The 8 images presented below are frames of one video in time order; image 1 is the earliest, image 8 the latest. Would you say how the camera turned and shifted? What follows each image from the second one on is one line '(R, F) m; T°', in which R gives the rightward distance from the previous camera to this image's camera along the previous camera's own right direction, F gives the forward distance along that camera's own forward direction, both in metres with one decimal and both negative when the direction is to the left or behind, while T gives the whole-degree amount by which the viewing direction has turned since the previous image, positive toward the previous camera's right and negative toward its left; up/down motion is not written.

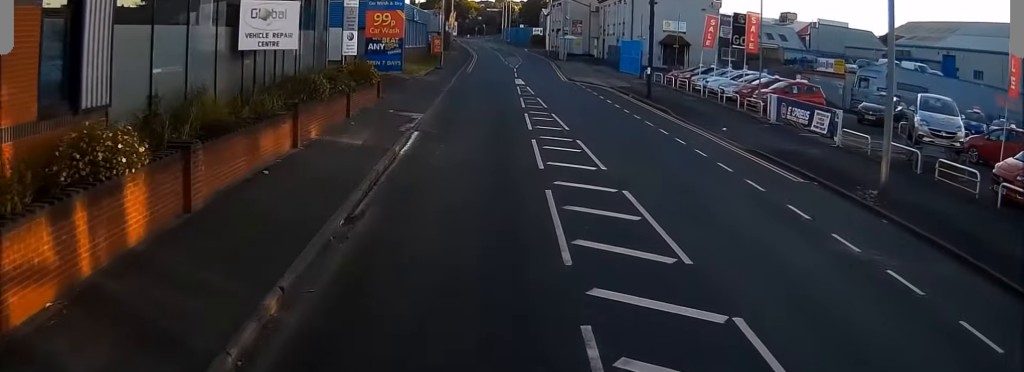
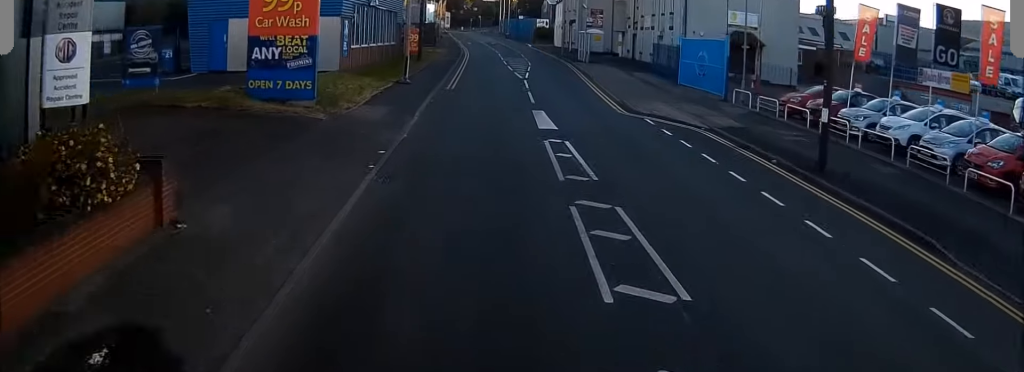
(-1.1, +18.5) m; -4°
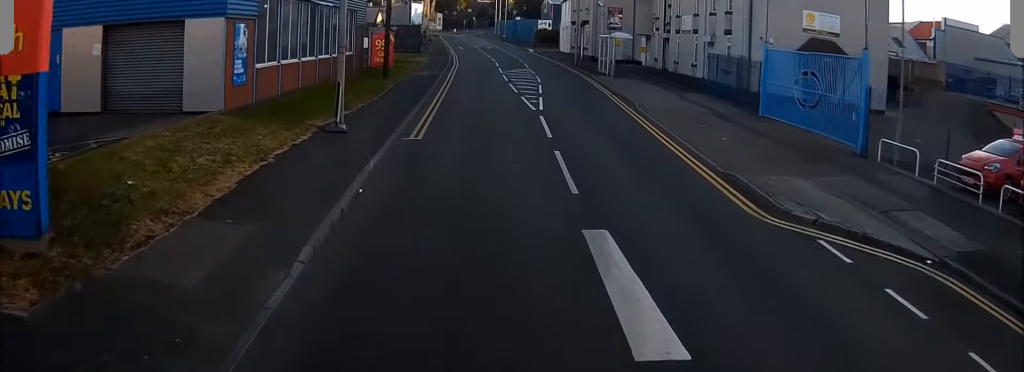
(+0.6, +13.1) m; +5°
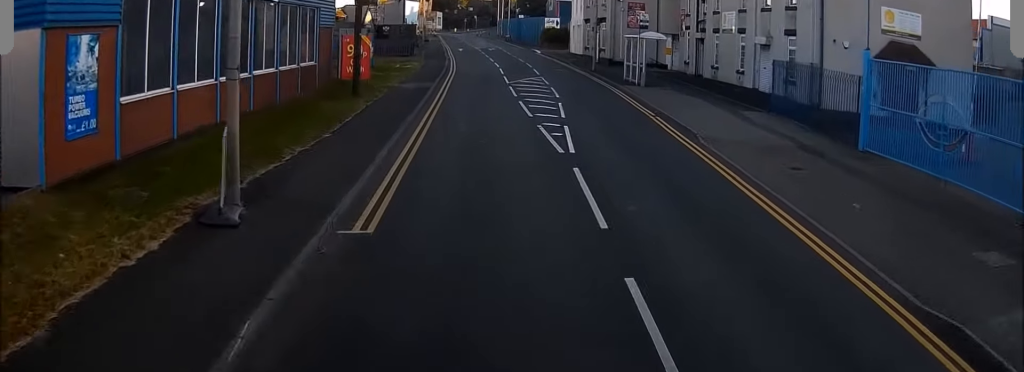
(+0.3, +8.7) m; +3°
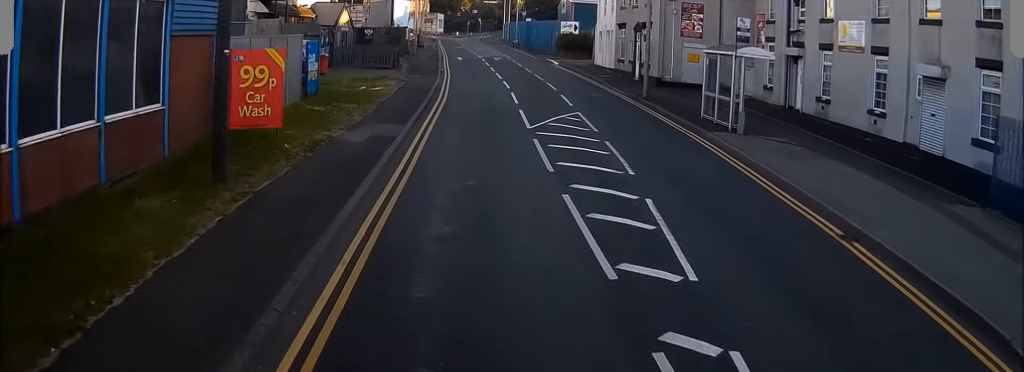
(+0.3, +15.2) m; +2°
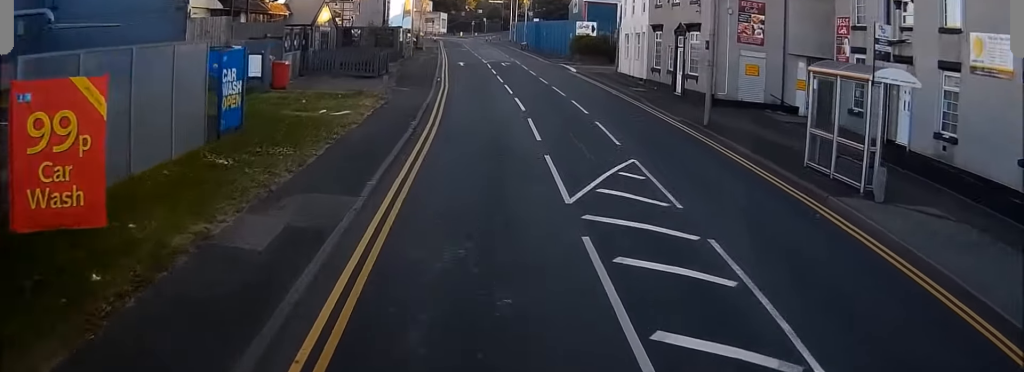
(+0.1, +9.4) m; +1°
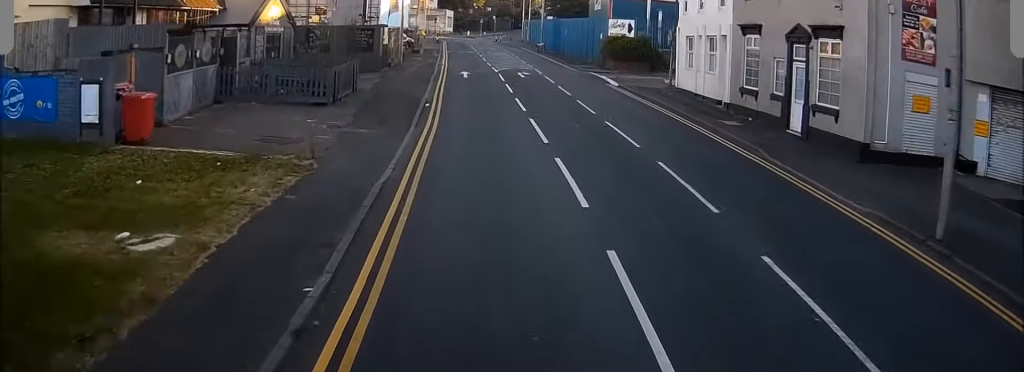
(+0.1, +14.0) m; -1°
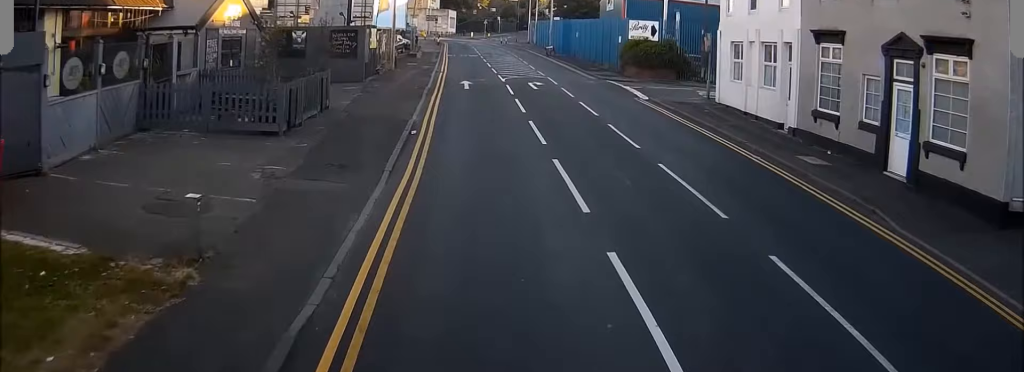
(-0.1, +6.7) m; -1°
